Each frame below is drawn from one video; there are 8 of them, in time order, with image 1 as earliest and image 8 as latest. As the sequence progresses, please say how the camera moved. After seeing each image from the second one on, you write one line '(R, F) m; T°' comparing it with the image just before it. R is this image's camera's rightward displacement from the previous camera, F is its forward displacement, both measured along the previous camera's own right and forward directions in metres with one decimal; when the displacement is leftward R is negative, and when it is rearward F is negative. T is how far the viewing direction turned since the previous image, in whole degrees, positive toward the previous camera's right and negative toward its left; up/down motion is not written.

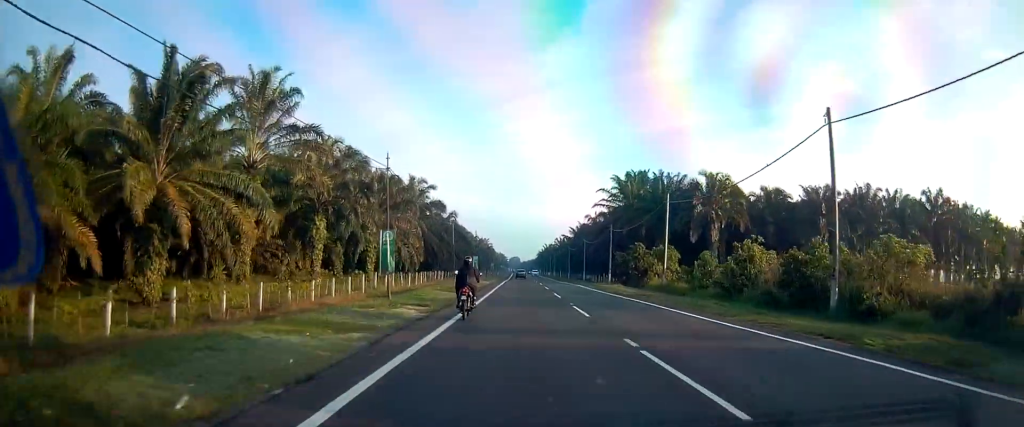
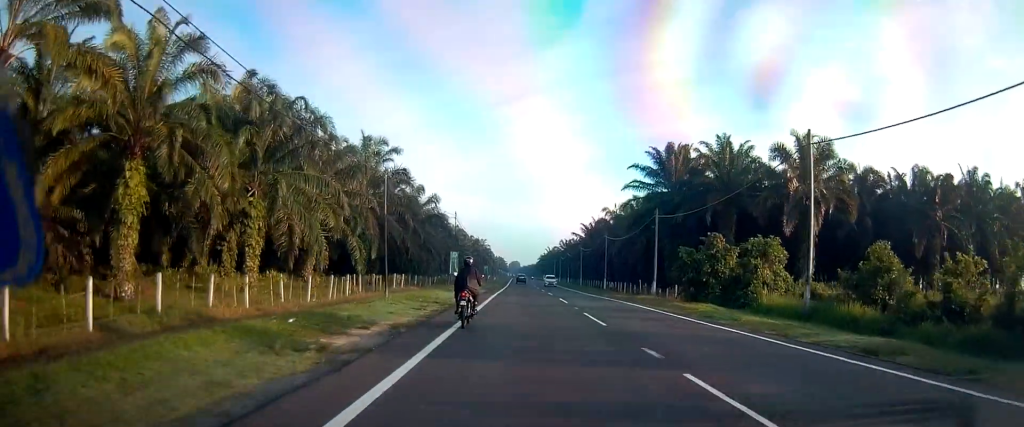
(-0.1, +25.8) m; 0°
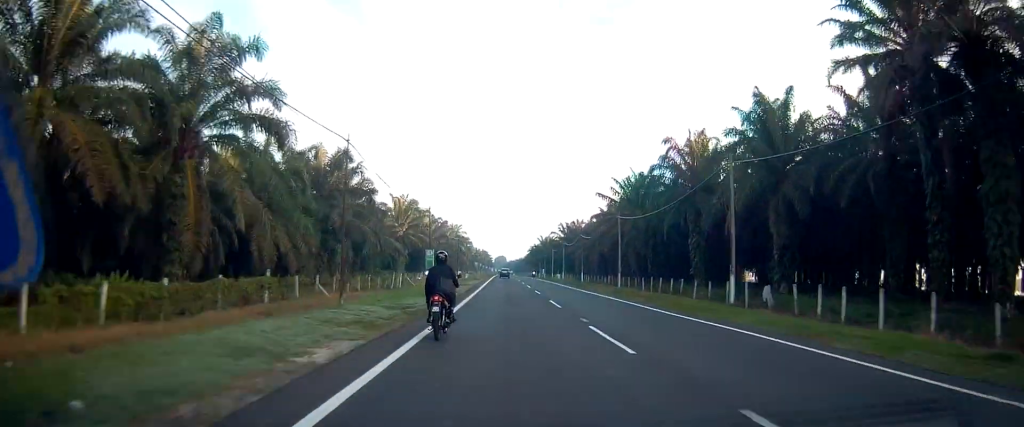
(0.0, +54.6) m; +1°
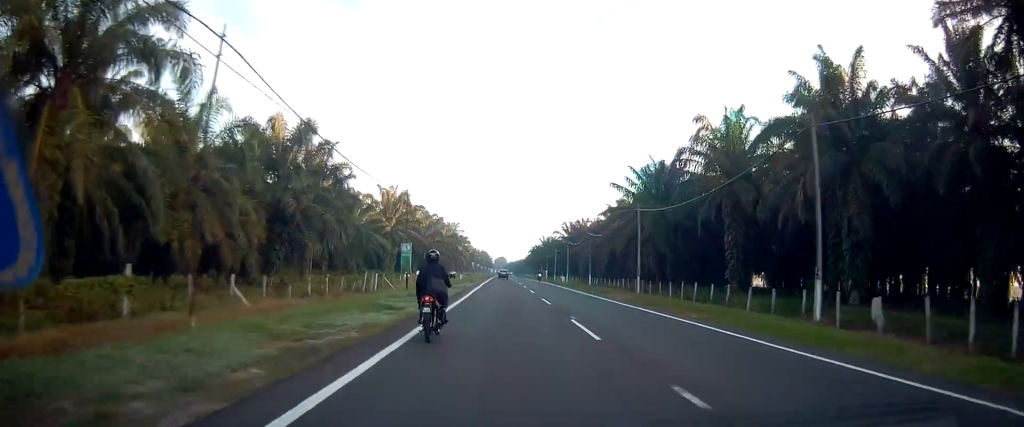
(-0.2, +9.9) m; +1°
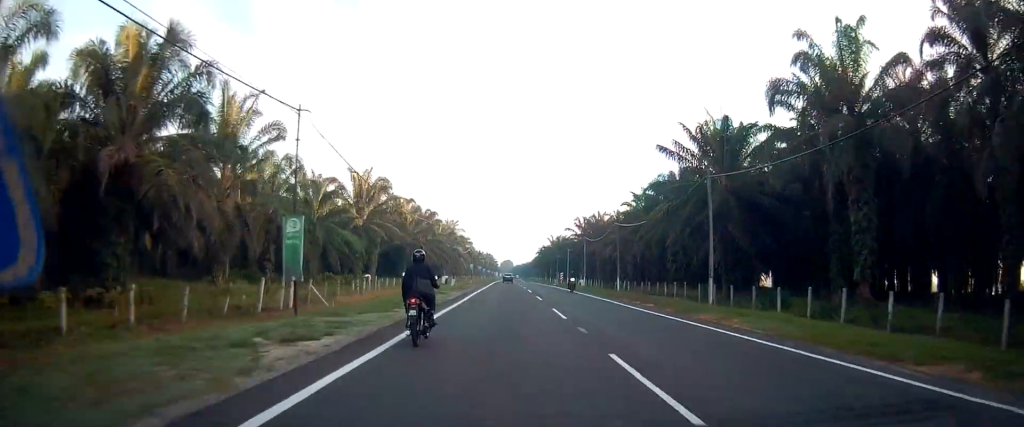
(+0.7, +18.8) m; 0°
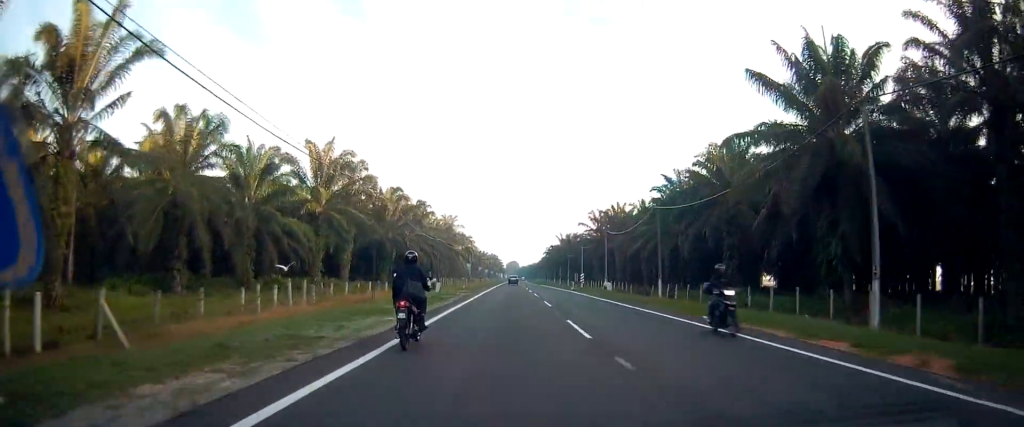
(-0.3, +17.1) m; -1°
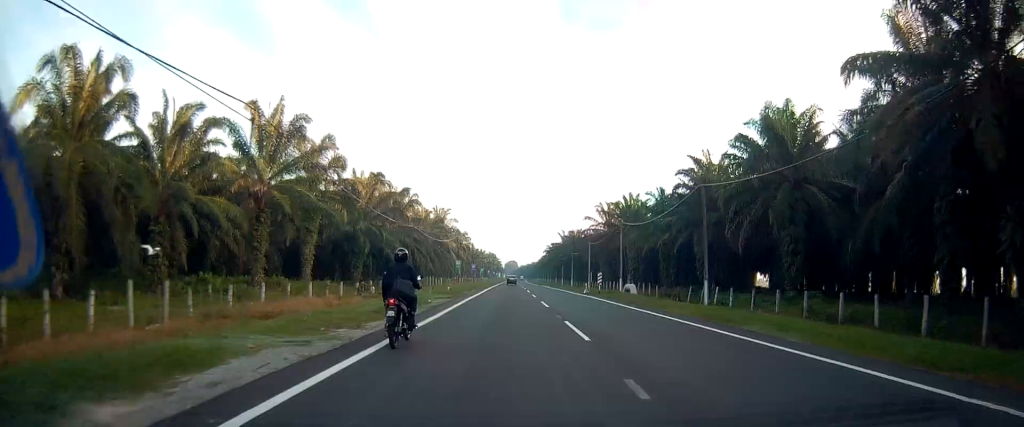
(-0.3, +12.8) m; -1°
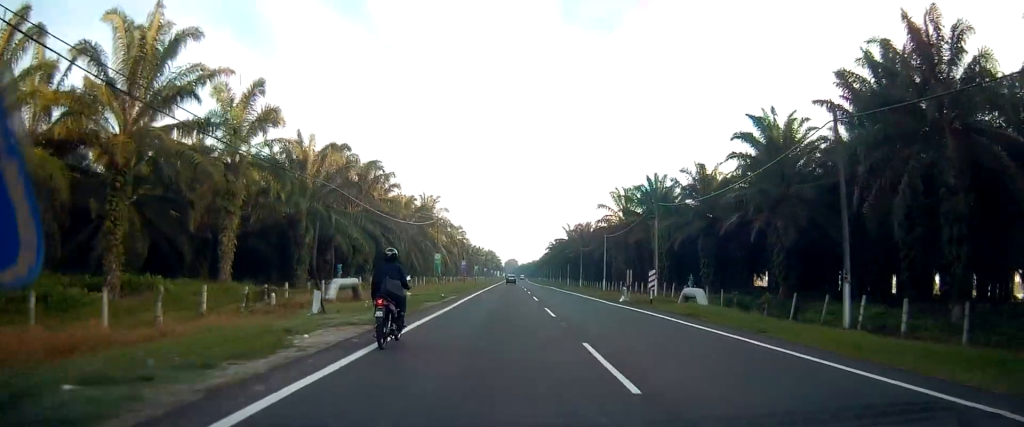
(0.0, +17.3) m; 0°
